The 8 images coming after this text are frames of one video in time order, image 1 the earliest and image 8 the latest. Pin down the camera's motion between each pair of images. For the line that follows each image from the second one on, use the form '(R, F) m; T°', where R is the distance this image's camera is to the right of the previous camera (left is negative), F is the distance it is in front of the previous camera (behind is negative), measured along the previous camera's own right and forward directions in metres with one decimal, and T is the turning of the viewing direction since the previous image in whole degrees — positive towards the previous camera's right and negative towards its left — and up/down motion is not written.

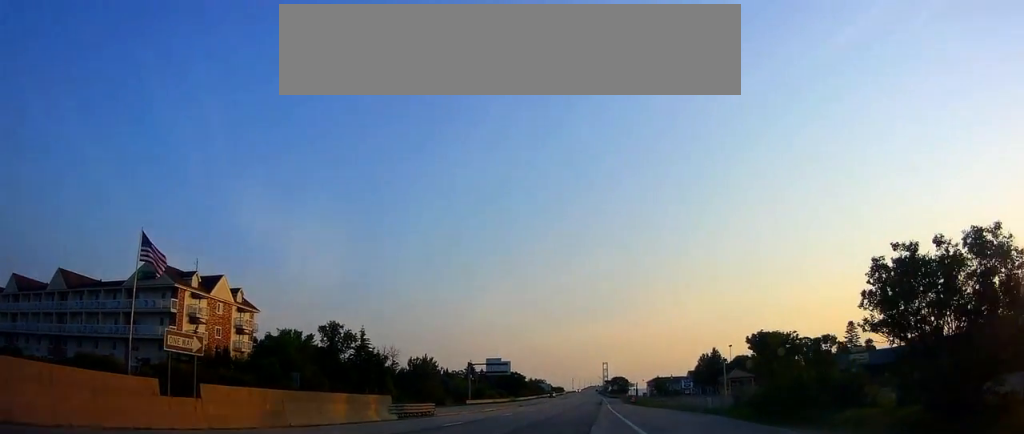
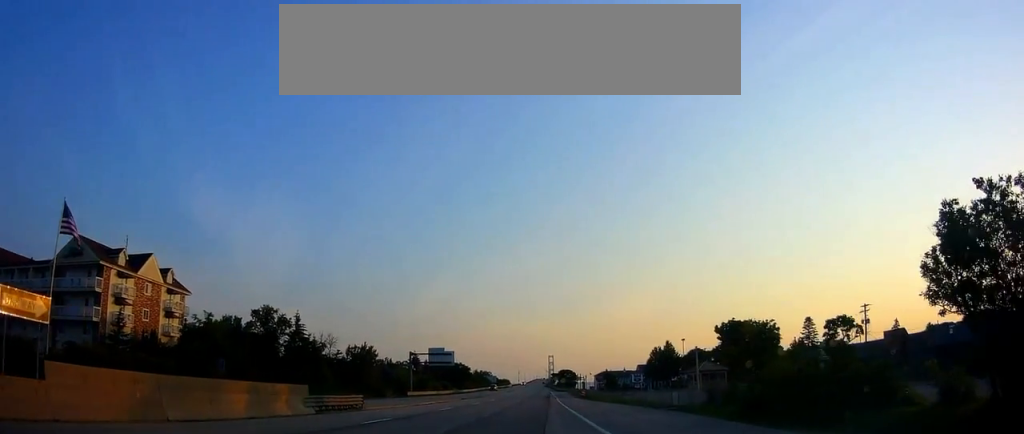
(+0.5, +4.7) m; +7°
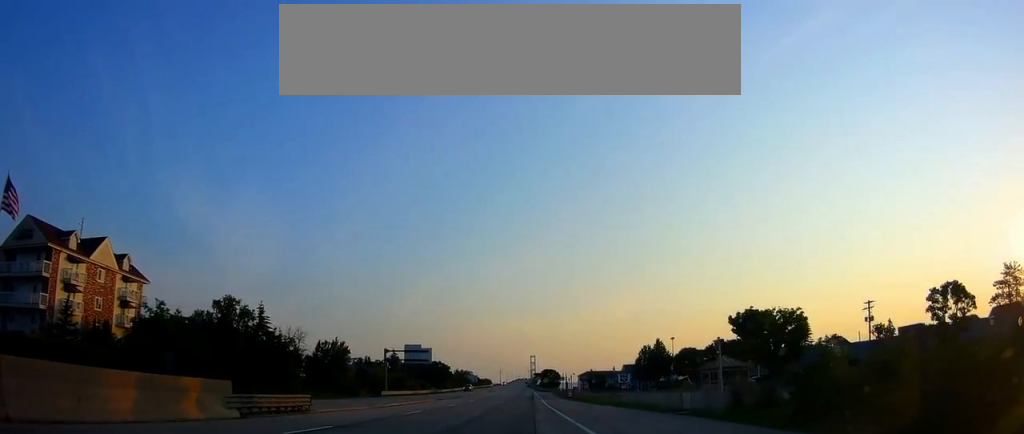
(+0.3, +6.2) m; -1°
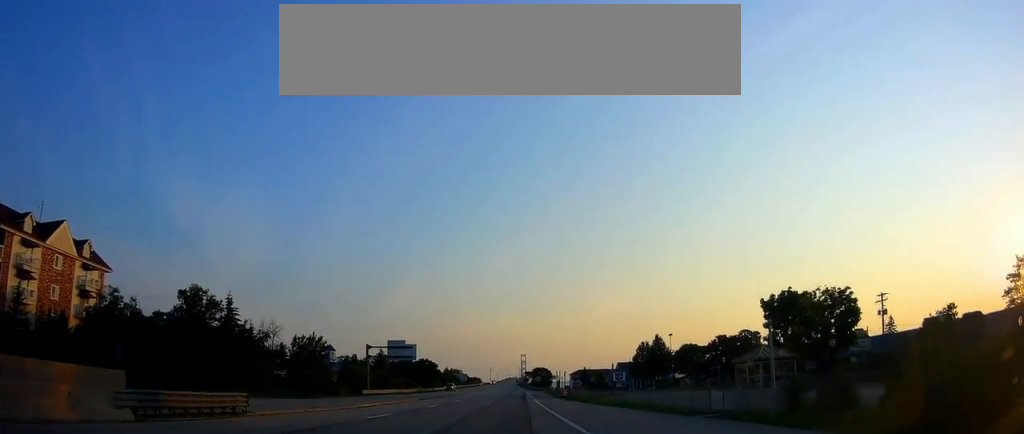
(-0.2, +6.3) m; +1°
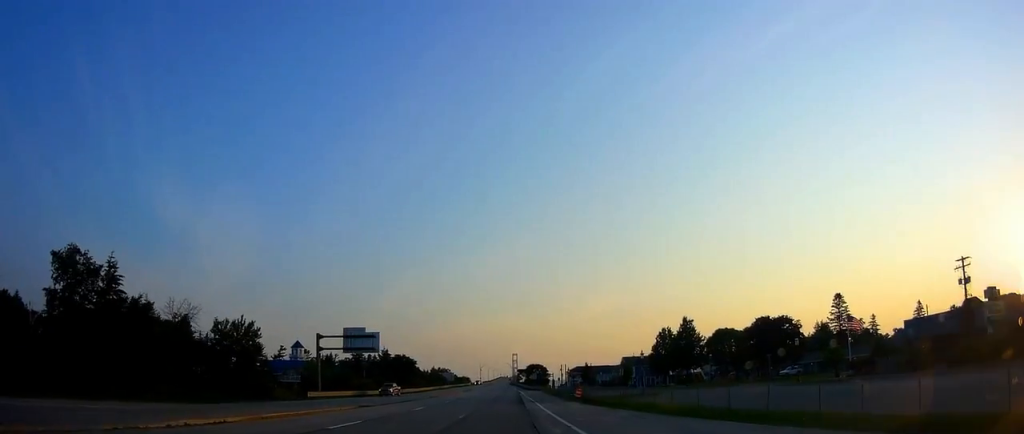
(+1.0, +20.1) m; +3°
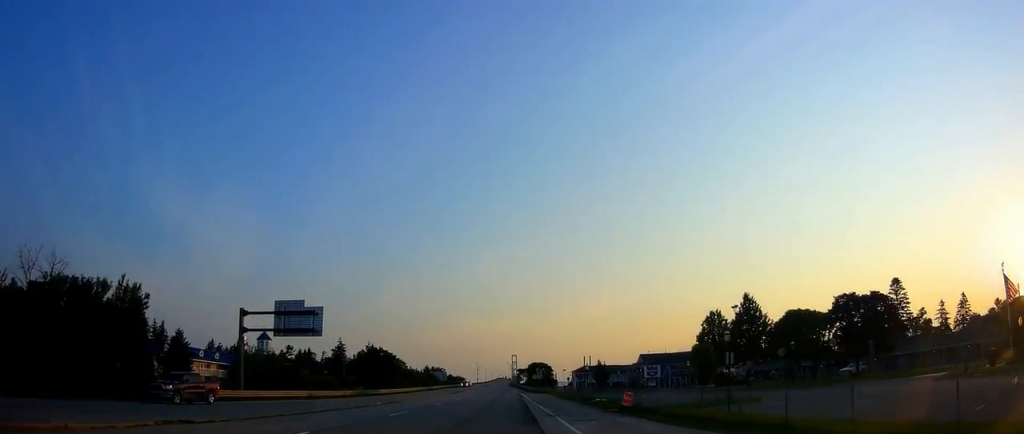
(-0.9, +21.4) m; -3°
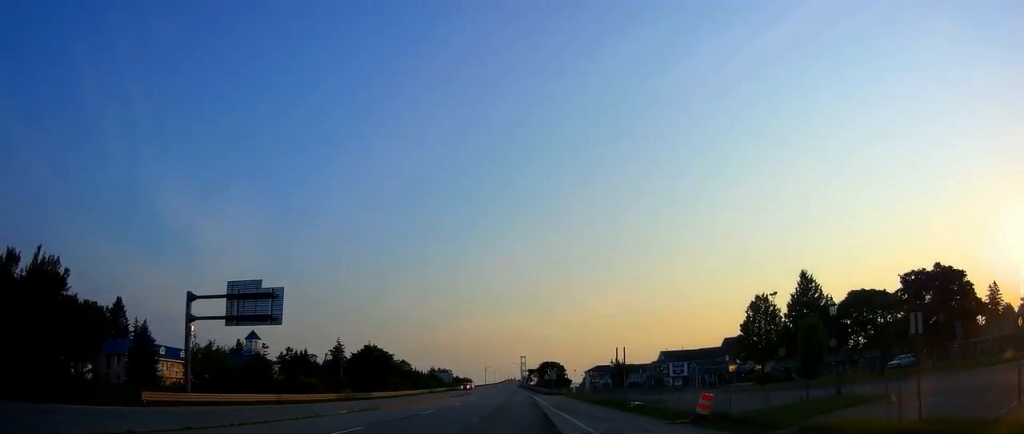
(0.0, +10.8) m; 0°
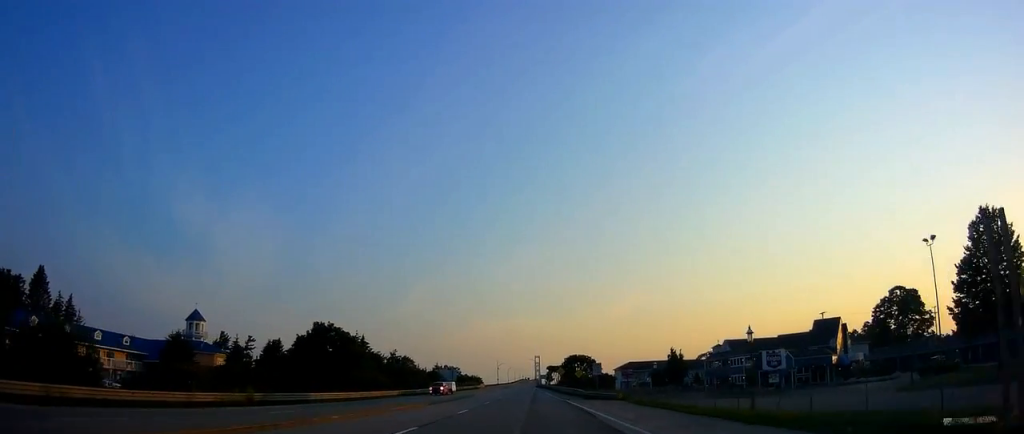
(-0.5, +30.2) m; -3°
